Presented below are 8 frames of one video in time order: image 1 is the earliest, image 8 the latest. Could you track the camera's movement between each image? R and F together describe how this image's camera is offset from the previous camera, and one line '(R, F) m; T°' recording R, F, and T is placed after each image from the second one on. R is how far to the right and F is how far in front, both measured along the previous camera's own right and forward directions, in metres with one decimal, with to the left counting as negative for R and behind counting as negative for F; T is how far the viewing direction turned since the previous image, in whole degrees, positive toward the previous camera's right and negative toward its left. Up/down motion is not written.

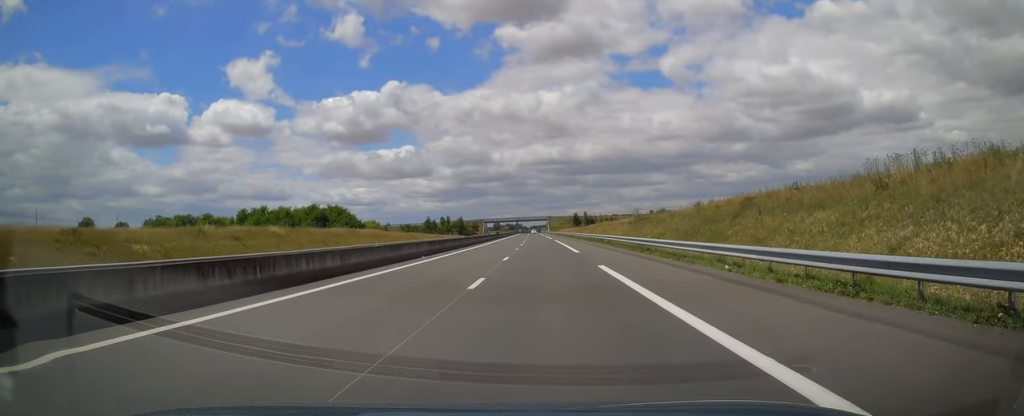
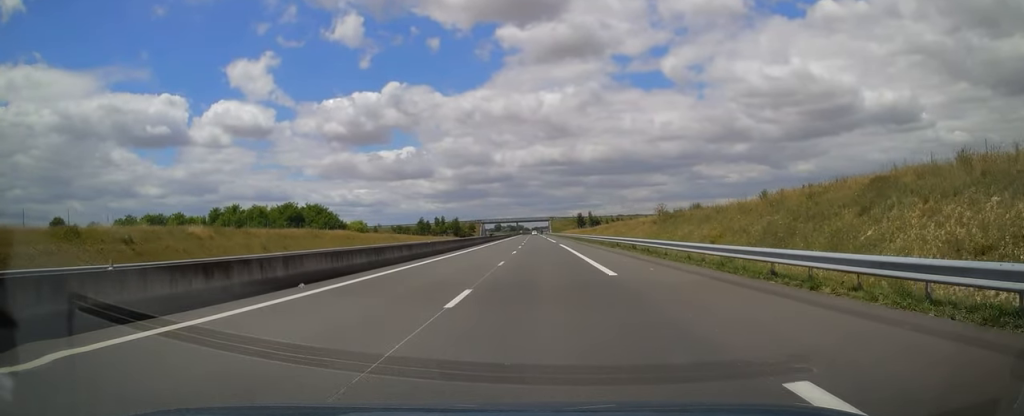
(-0.1, +16.2) m; 0°
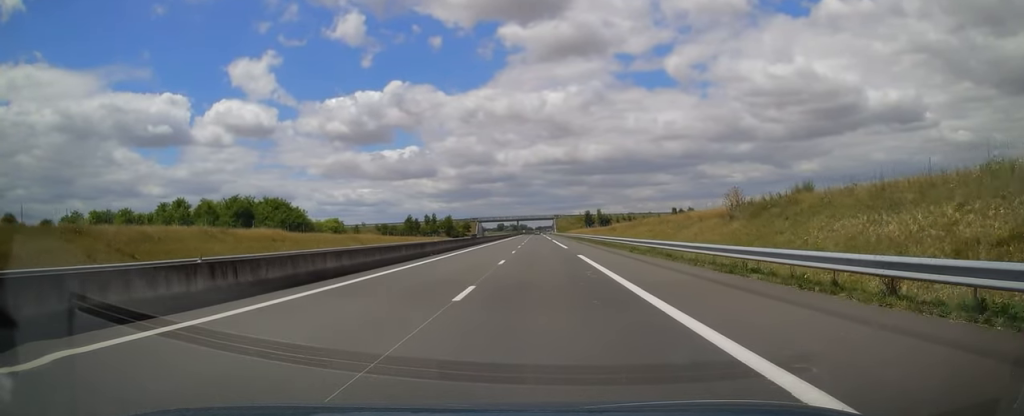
(-0.2, +25.0) m; -1°
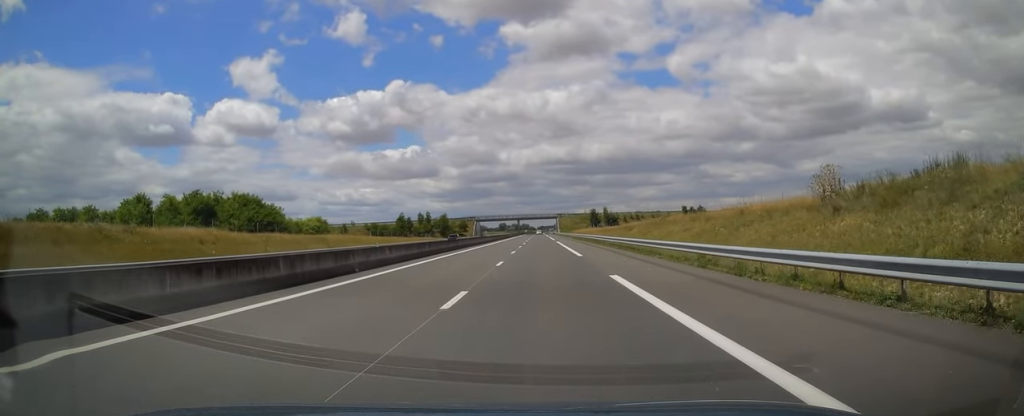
(0.0, +14.2) m; 0°
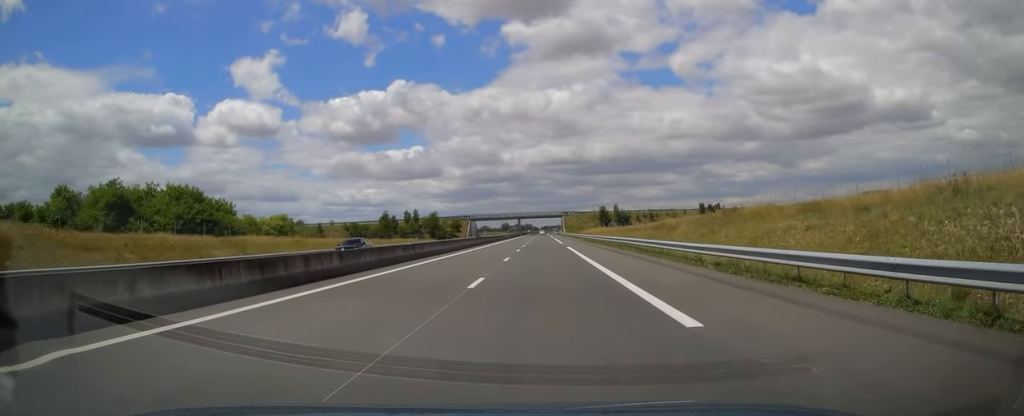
(0.0, +22.0) m; 0°
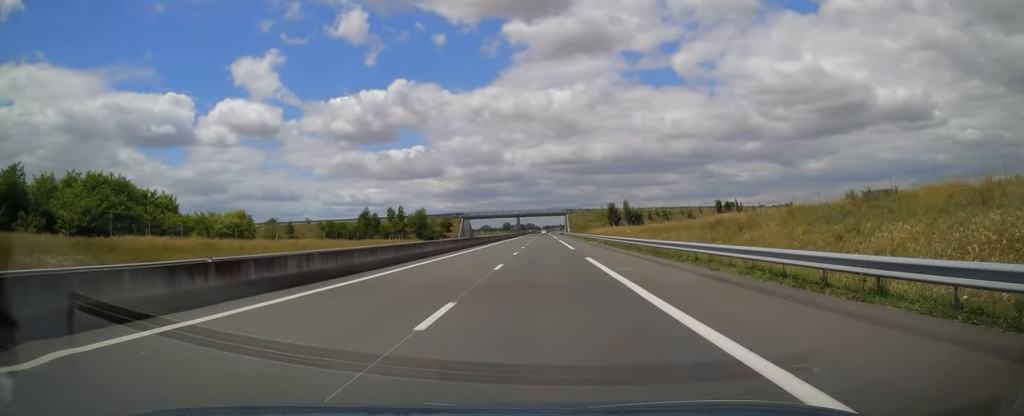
(0.0, +19.1) m; 0°
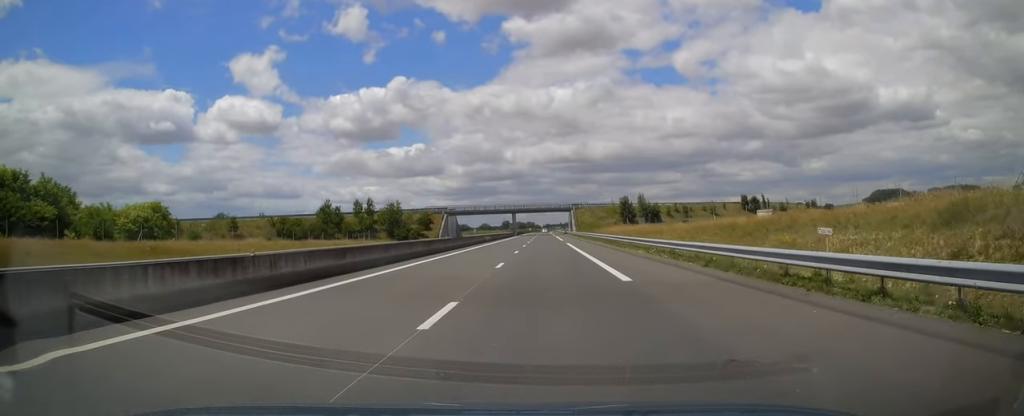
(0.0, +25.9) m; -1°
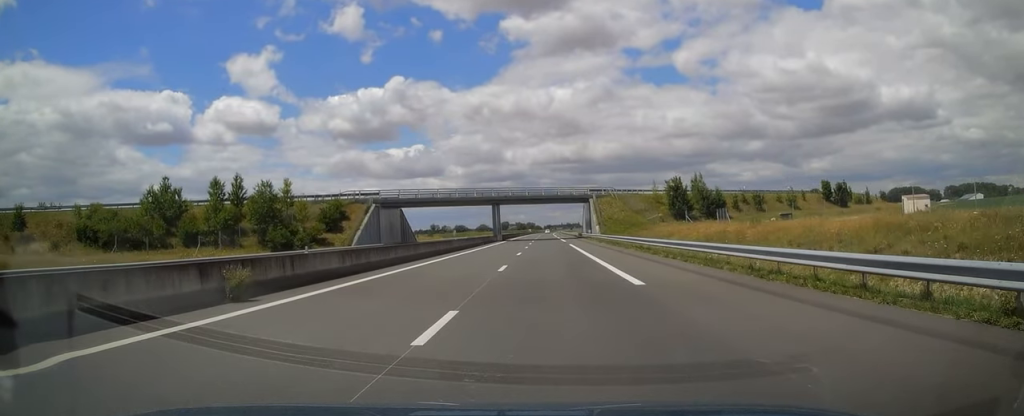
(-0.1, +52.8) m; +1°
